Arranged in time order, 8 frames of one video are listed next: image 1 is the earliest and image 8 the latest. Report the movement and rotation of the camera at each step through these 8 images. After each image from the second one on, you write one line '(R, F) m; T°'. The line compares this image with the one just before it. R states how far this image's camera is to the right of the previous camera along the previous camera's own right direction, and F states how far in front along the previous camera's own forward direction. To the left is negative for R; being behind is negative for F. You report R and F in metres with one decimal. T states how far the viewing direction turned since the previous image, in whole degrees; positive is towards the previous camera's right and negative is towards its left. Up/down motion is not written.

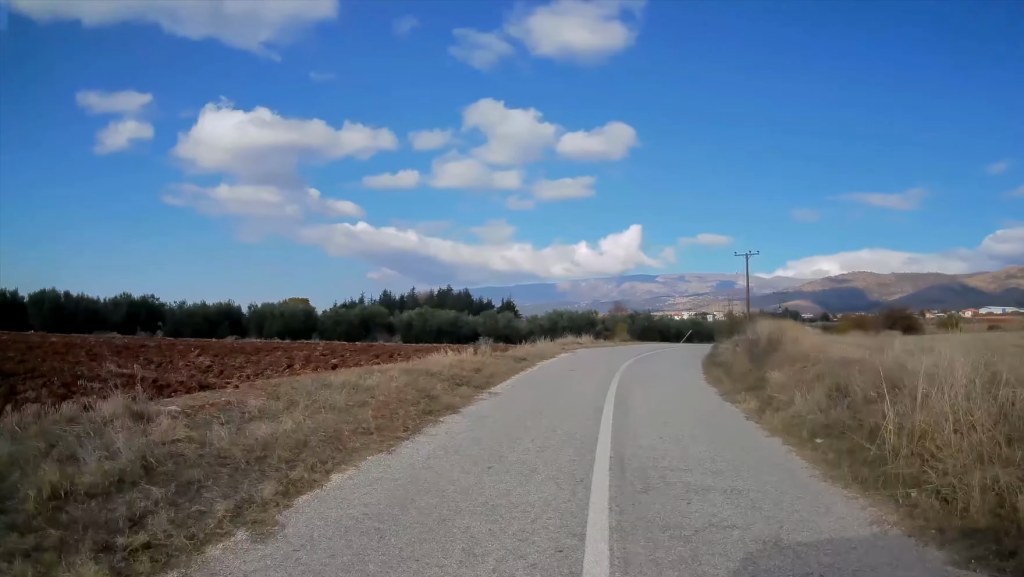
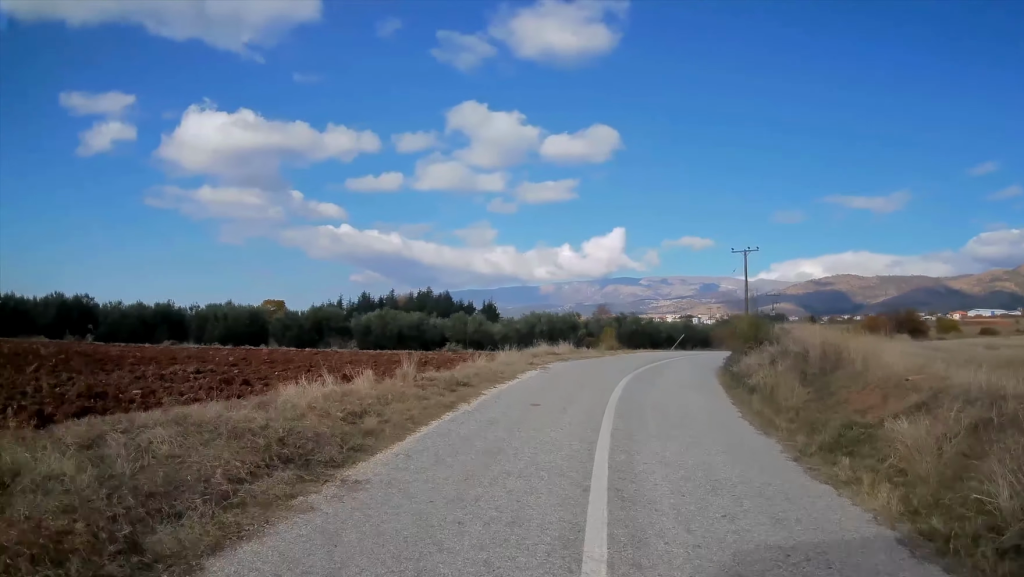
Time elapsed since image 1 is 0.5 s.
(0.0, +6.7) m; 0°
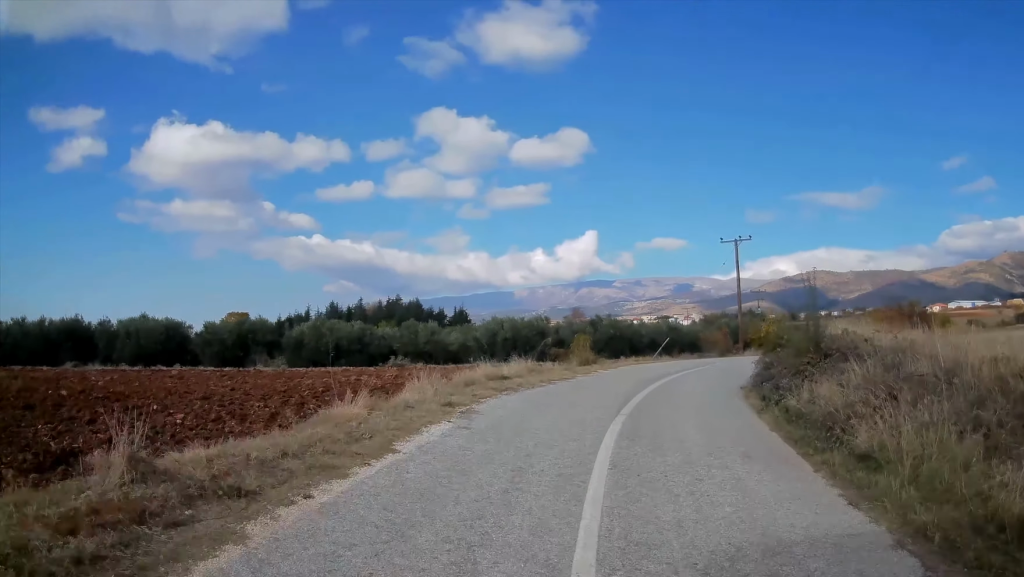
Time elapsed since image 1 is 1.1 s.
(0.0, +7.9) m; 0°
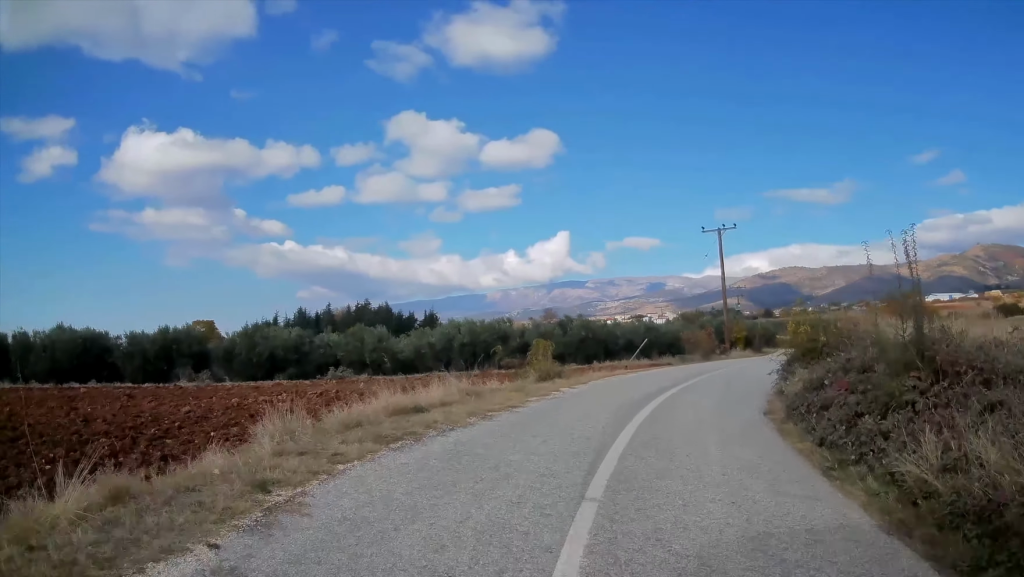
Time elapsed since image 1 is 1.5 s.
(0.0, +5.7) m; 0°
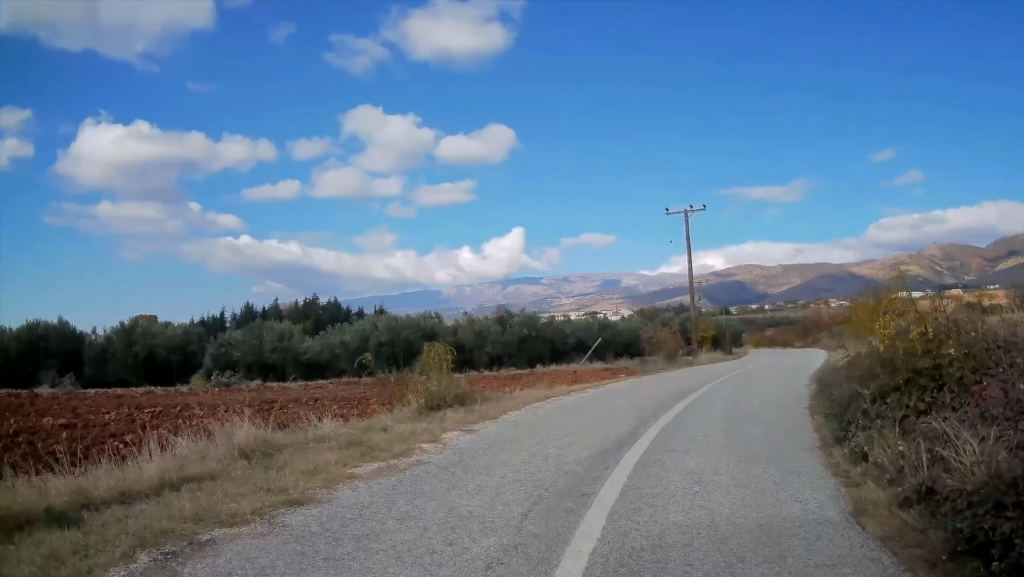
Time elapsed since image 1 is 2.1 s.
(0.0, +7.4) m; 0°
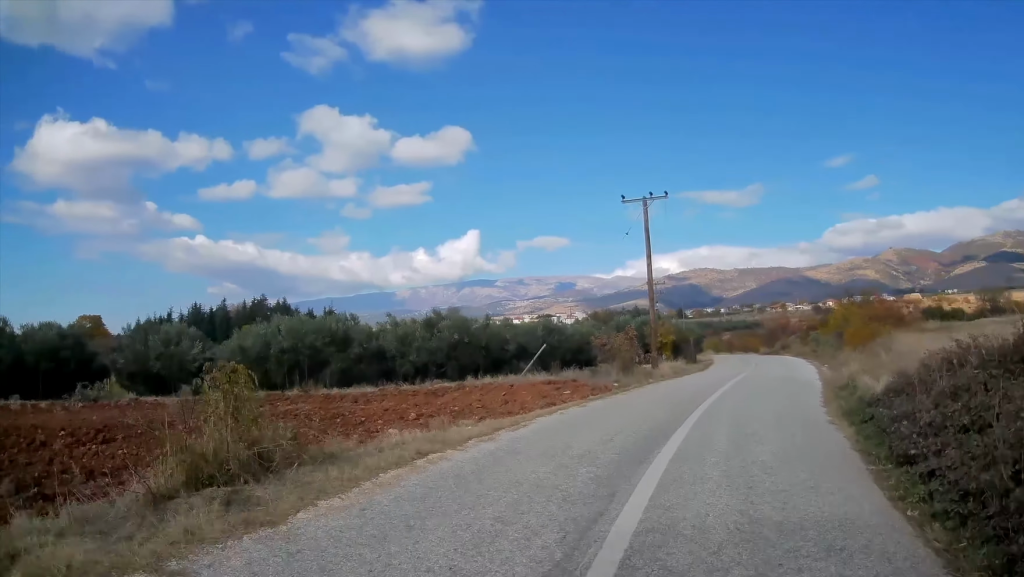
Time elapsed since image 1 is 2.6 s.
(0.0, +5.8) m; +2°
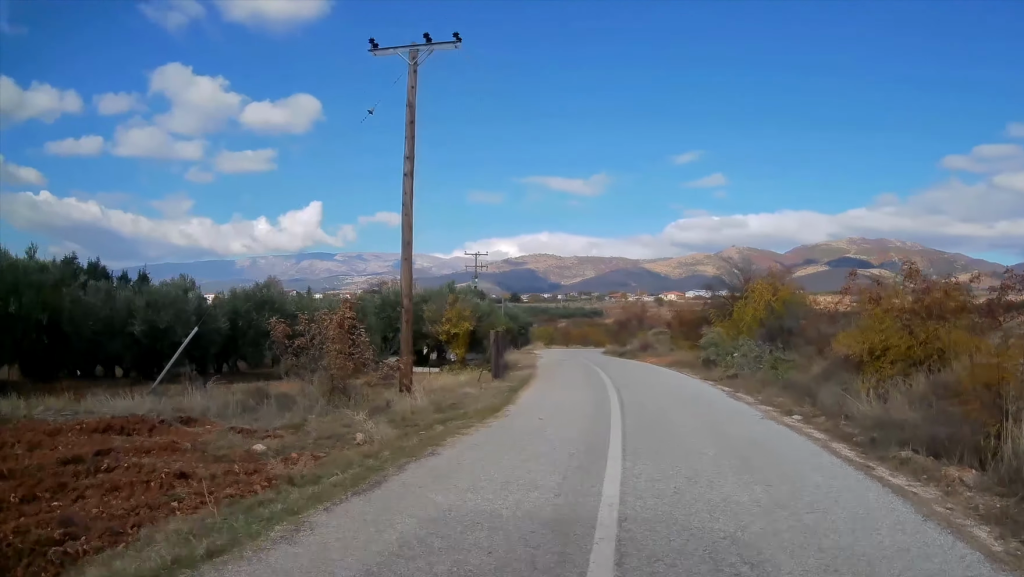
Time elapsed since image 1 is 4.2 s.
(+1.3, +19.3) m; +11°
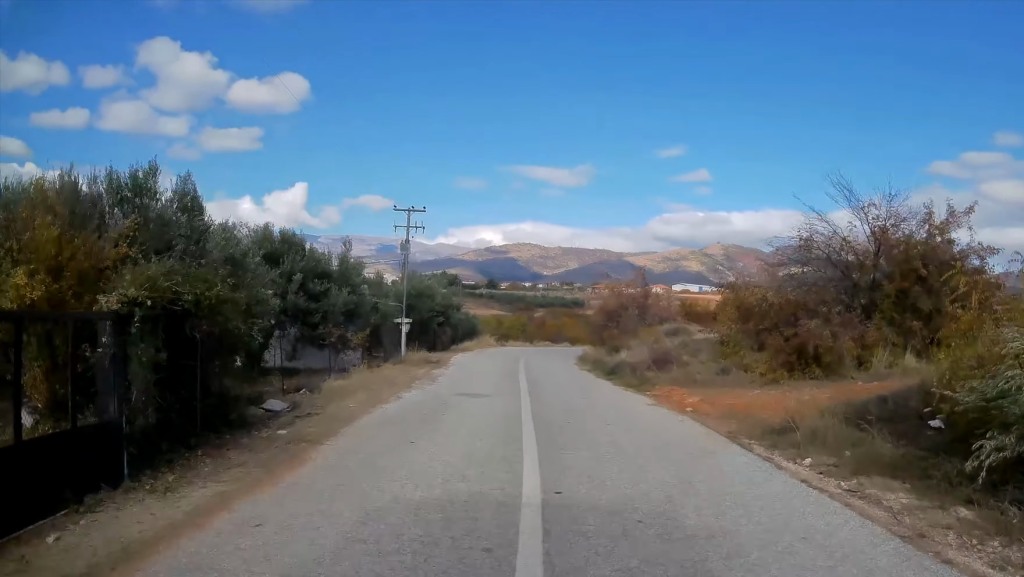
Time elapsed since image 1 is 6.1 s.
(+1.5, +20.7) m; +4°
